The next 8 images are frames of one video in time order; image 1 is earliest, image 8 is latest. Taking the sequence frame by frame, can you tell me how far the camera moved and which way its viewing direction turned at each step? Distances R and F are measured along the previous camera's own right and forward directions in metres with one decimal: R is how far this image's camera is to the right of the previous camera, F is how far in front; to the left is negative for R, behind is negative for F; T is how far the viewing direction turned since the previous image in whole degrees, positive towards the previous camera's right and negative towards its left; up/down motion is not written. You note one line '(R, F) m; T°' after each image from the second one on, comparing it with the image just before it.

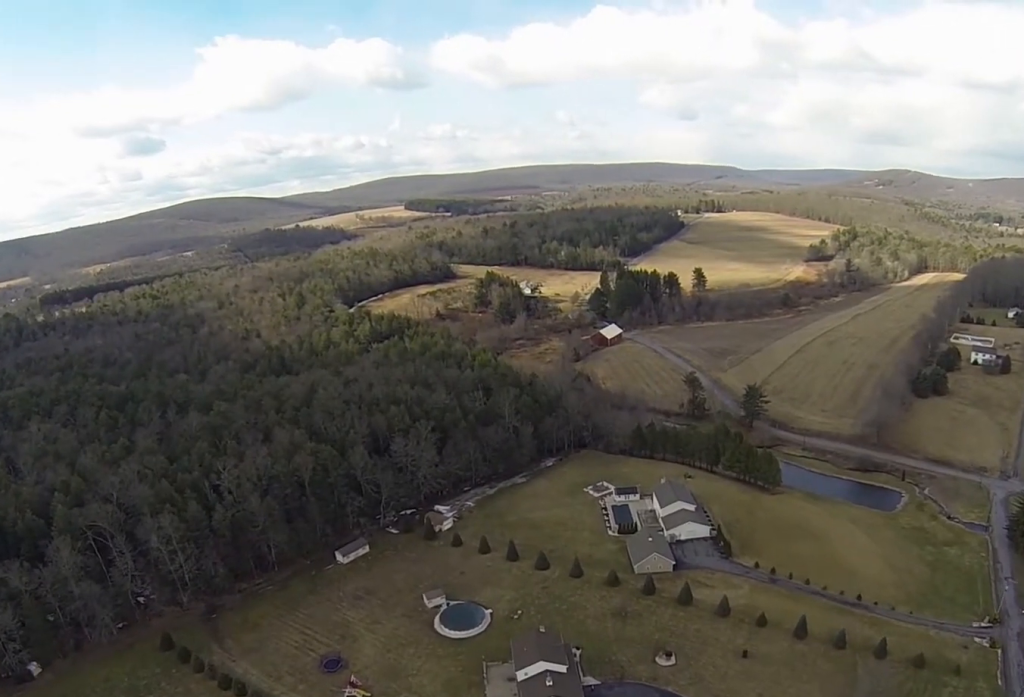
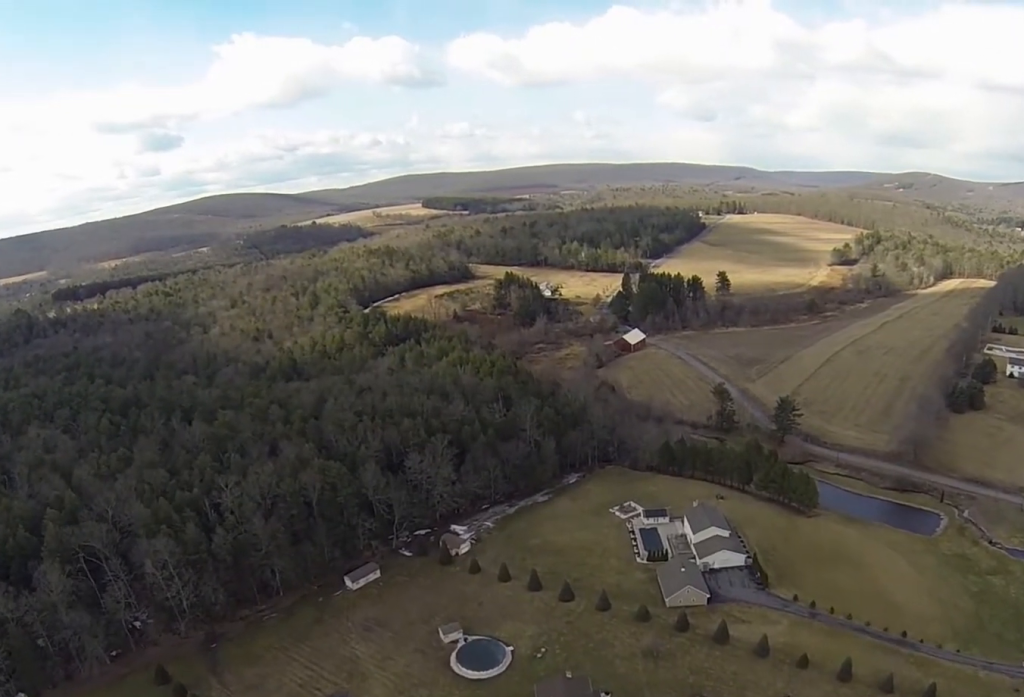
(-0.1, +12.8) m; -3°
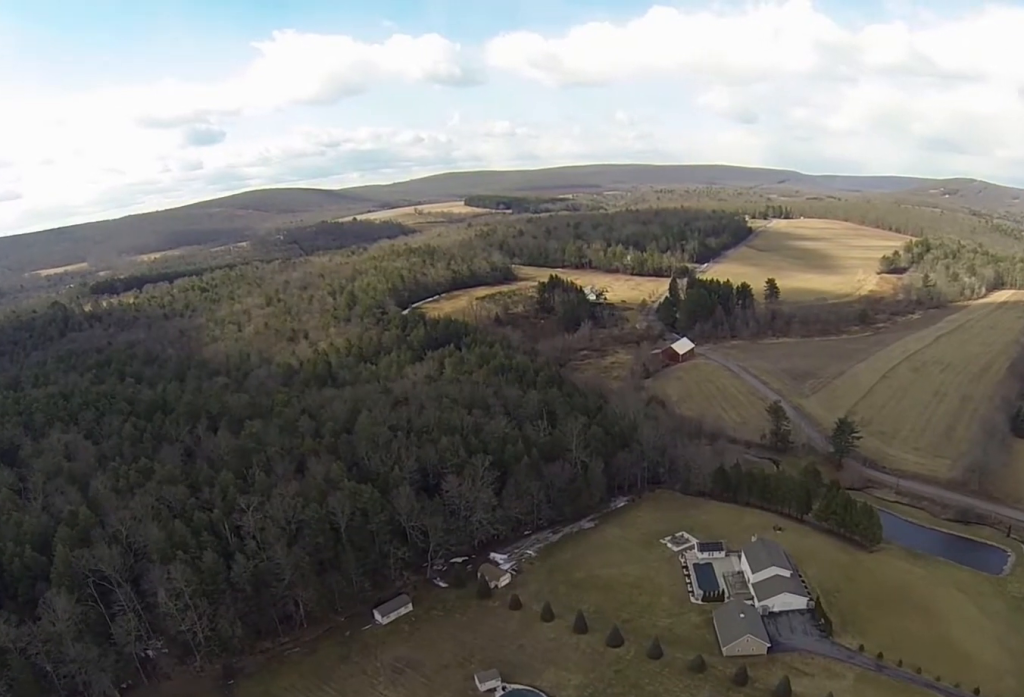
(-0.8, +19.5) m; -4°
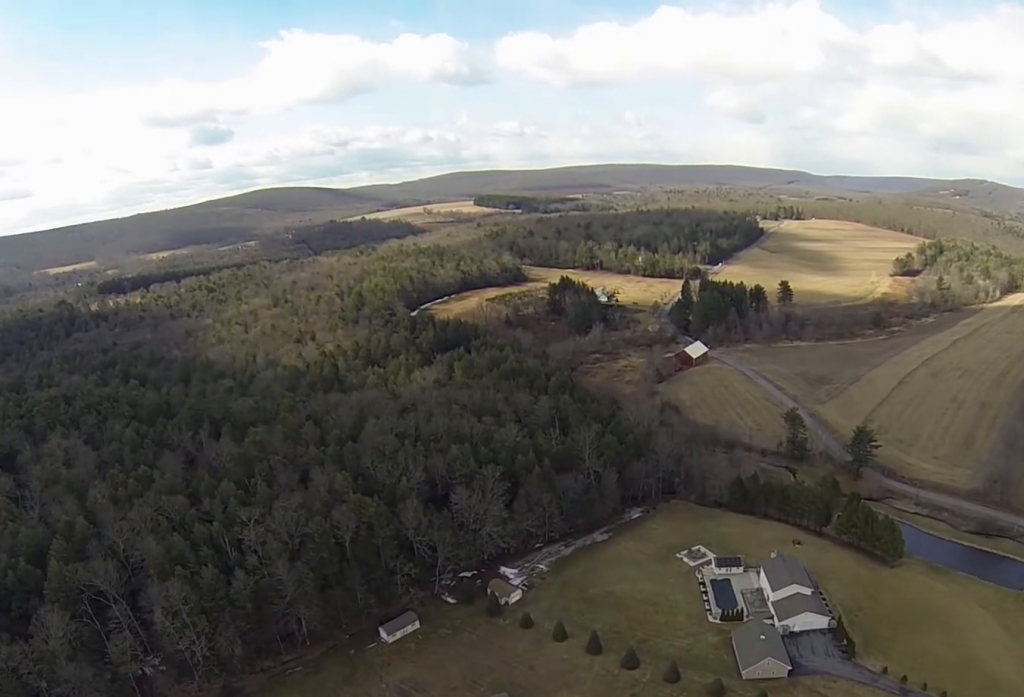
(-0.1, +6.9) m; -1°
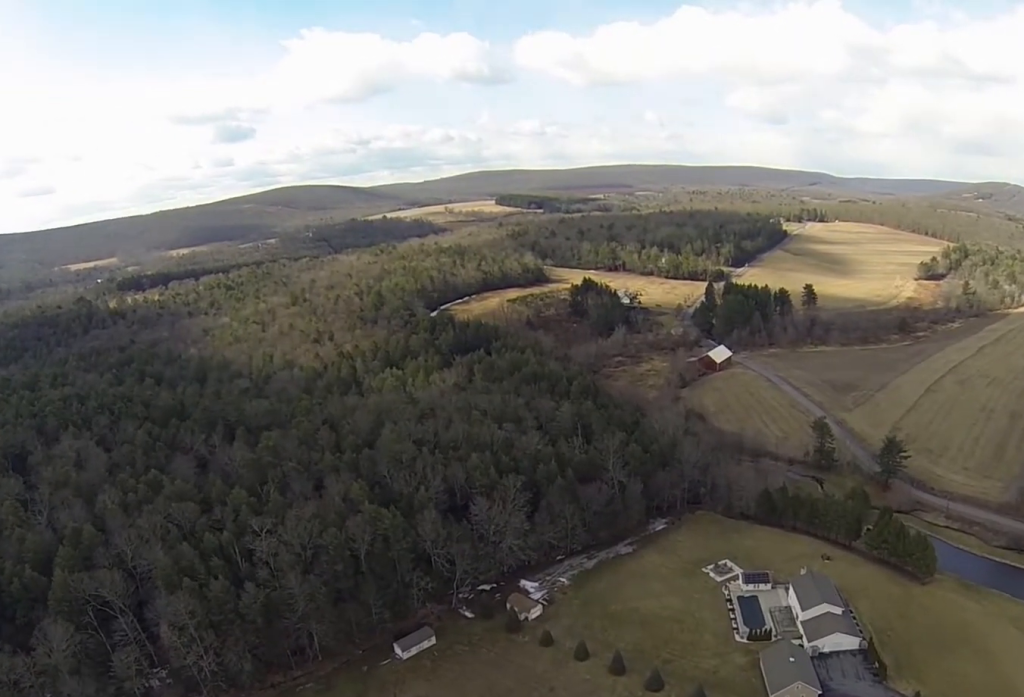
(0.0, +6.2) m; -1°
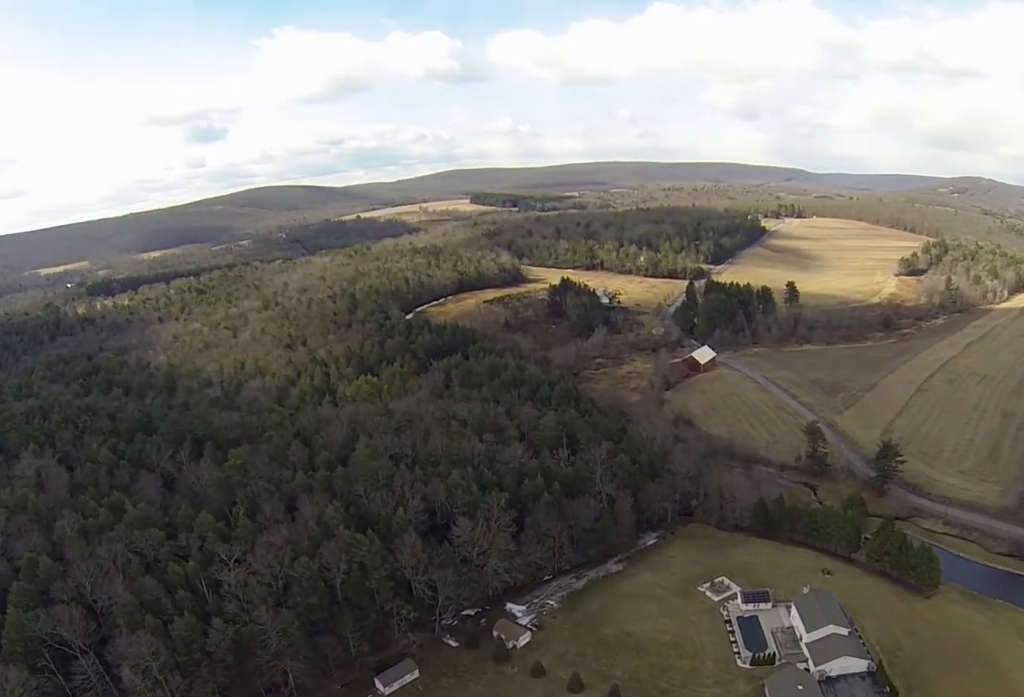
(-0.1, +10.4) m; 0°
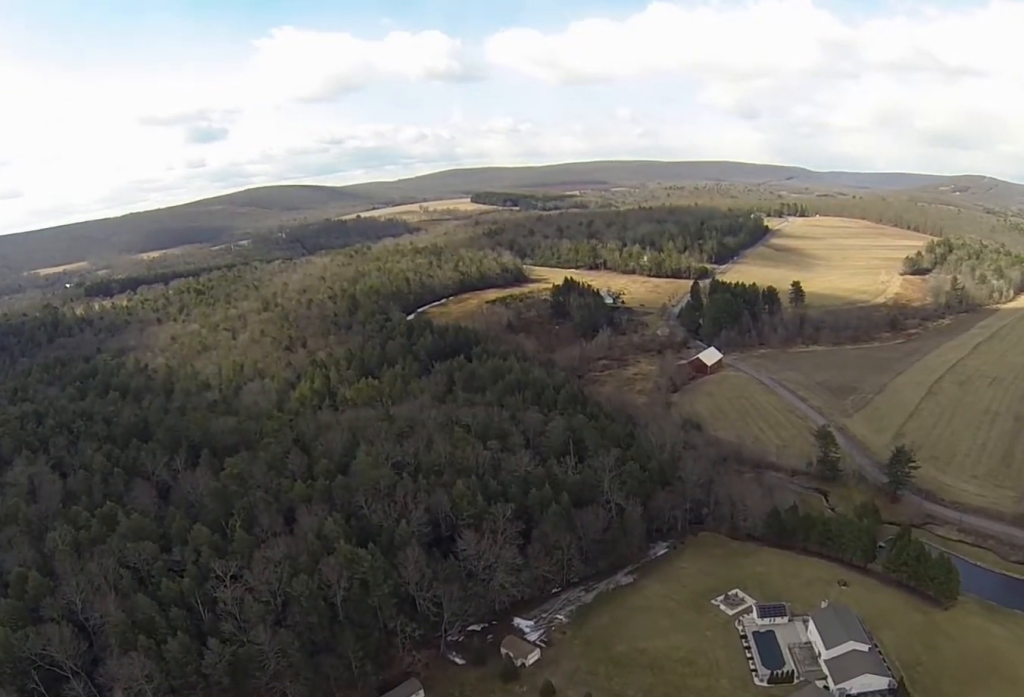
(0.0, +7.0) m; 0°
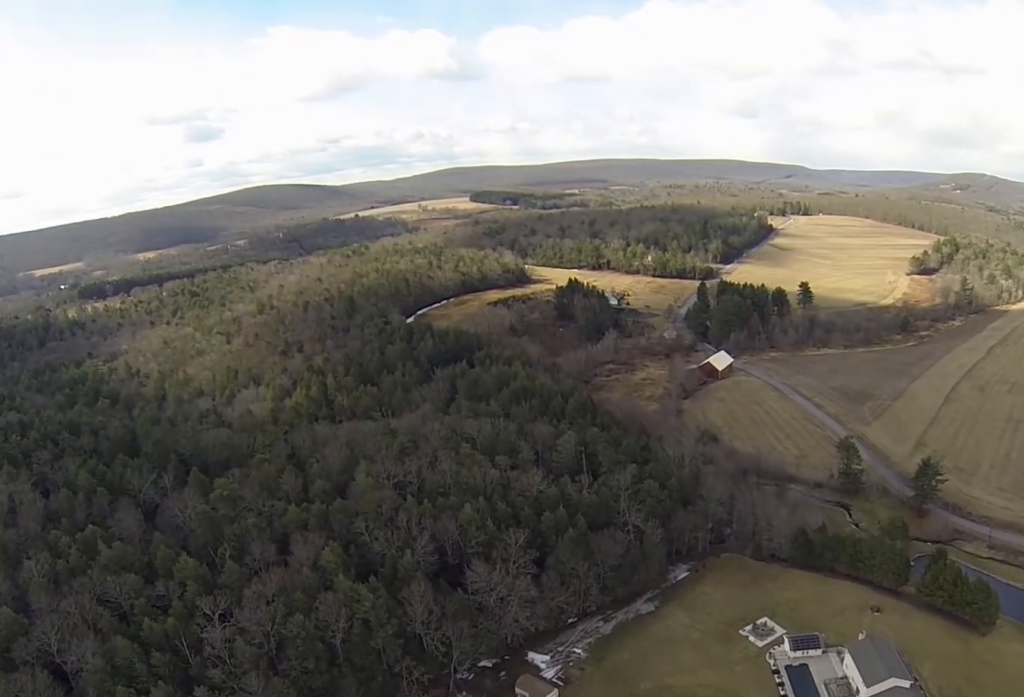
(+0.2, +14.6) m; +3°
